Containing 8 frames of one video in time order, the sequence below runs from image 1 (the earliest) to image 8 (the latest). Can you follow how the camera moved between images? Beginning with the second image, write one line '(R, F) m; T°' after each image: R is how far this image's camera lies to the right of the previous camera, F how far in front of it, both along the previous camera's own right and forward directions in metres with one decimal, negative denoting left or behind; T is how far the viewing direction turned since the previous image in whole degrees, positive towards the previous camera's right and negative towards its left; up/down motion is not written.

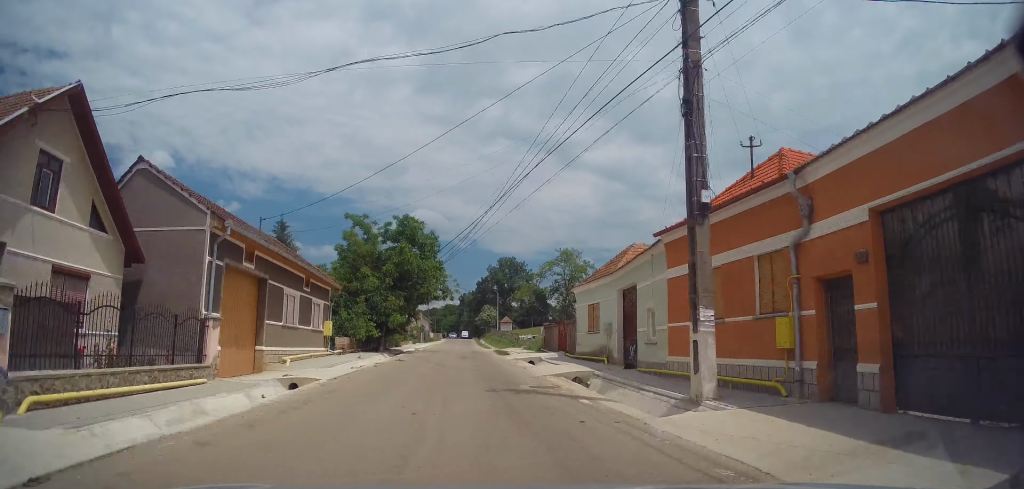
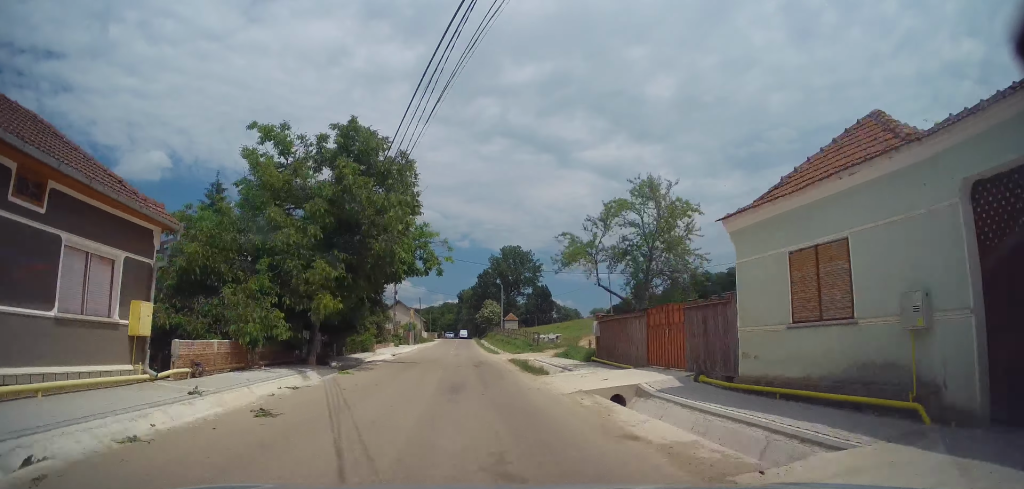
(+0.2, +16.6) m; +1°
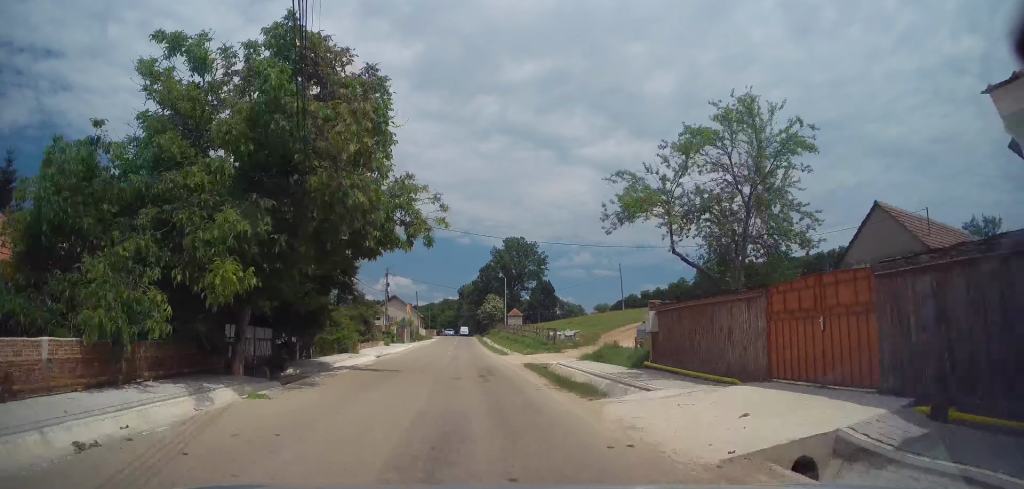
(0.0, +6.9) m; 0°
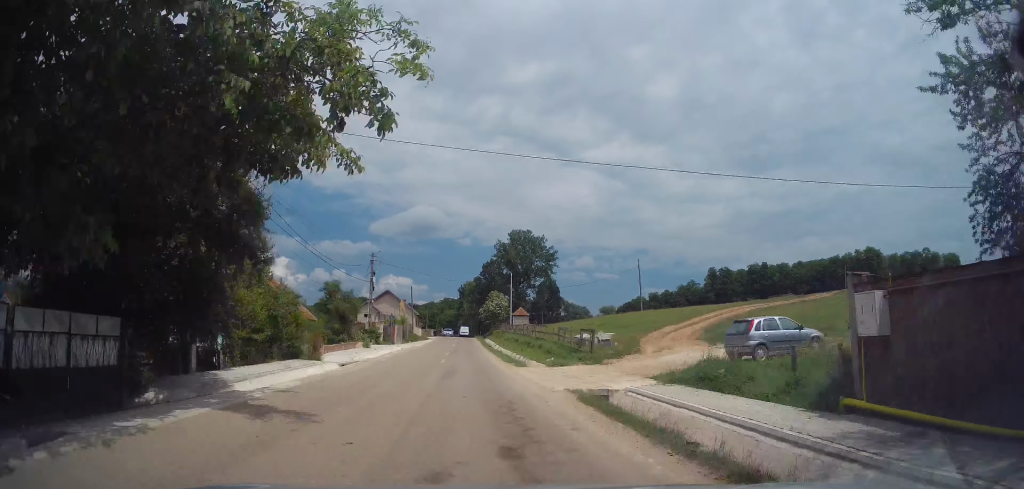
(0.0, +9.4) m; 0°
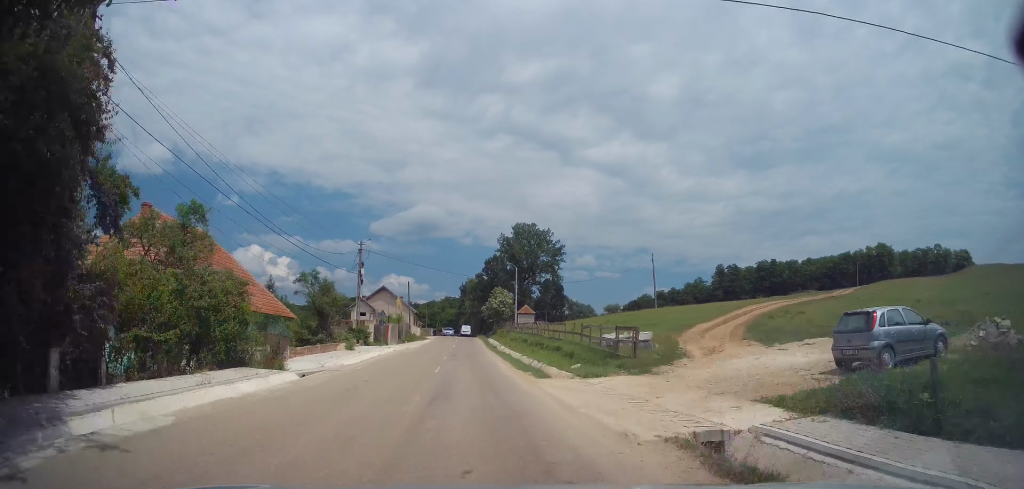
(0.0, +5.8) m; -1°
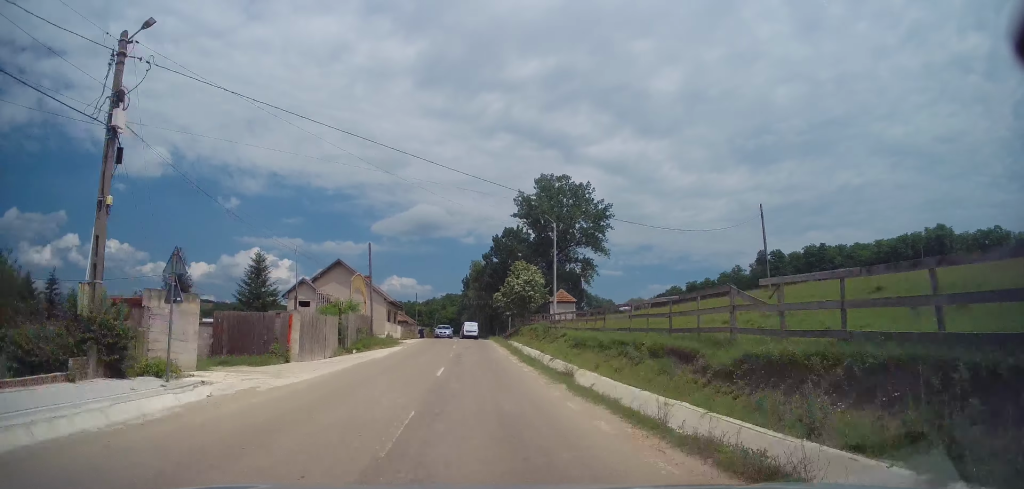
(-0.7, +29.5) m; -1°
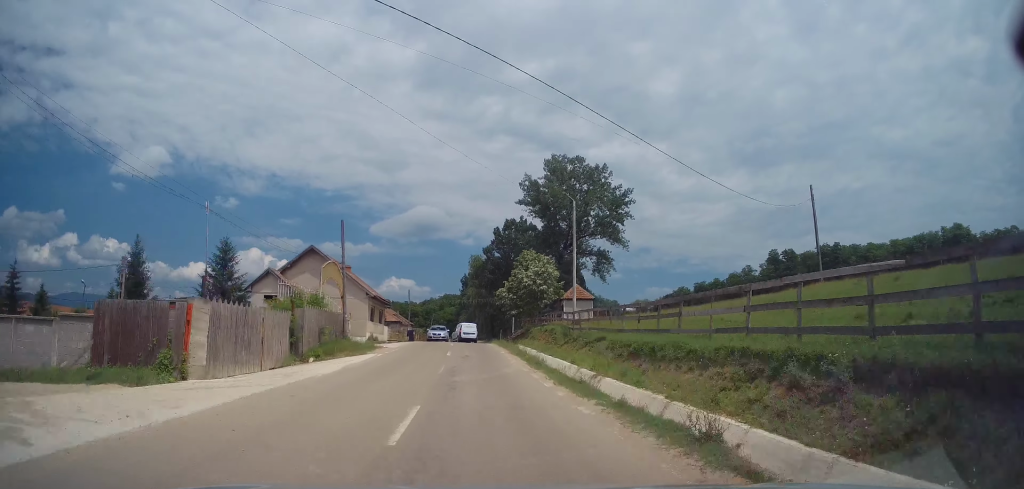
(-0.1, +8.4) m; +1°
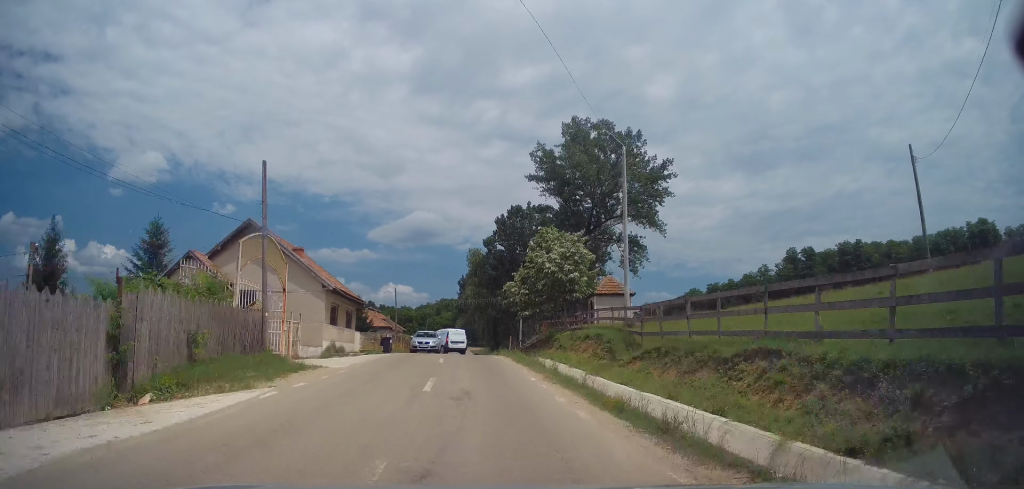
(+0.5, +12.5) m; +1°
